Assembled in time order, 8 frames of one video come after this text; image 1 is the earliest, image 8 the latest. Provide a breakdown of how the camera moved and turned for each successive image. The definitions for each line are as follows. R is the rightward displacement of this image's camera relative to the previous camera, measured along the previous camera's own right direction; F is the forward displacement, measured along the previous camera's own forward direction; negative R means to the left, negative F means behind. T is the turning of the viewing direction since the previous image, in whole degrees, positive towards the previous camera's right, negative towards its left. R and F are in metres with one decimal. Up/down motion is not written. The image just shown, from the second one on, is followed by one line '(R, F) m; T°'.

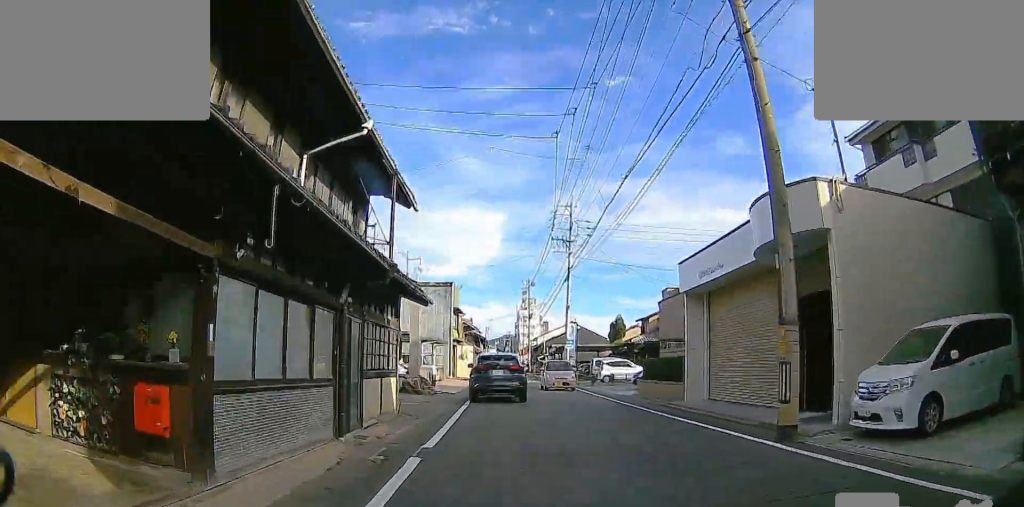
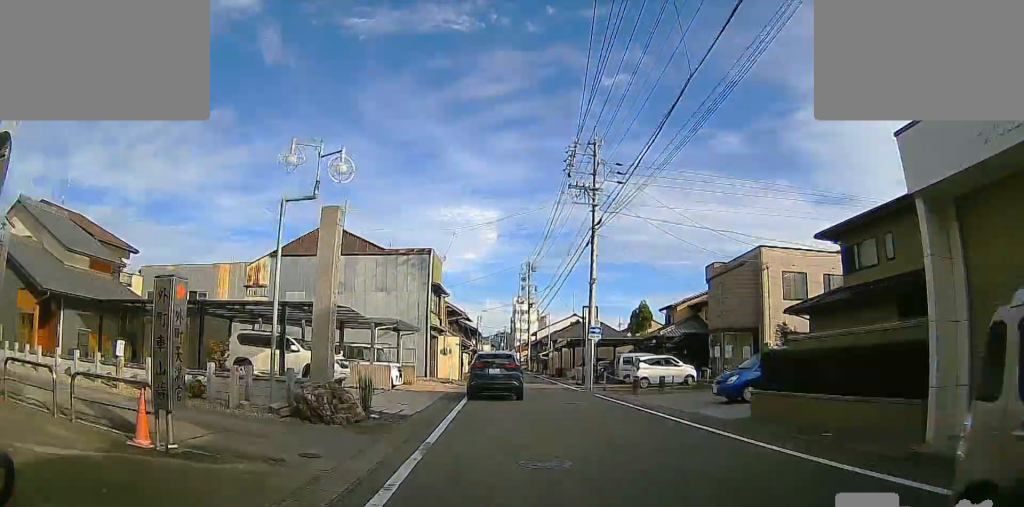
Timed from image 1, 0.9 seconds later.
(+0.2, +12.7) m; +2°
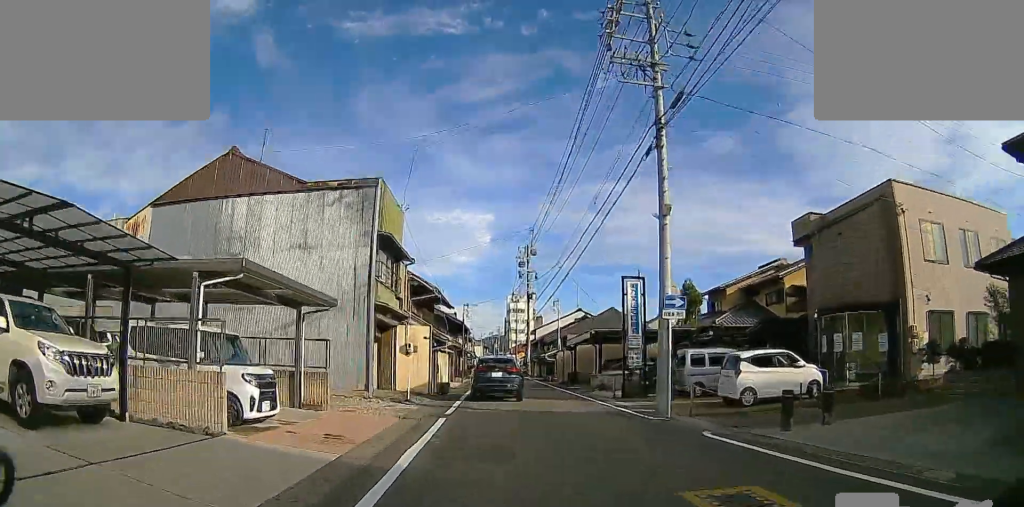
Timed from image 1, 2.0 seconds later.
(+0.4, +14.7) m; 0°
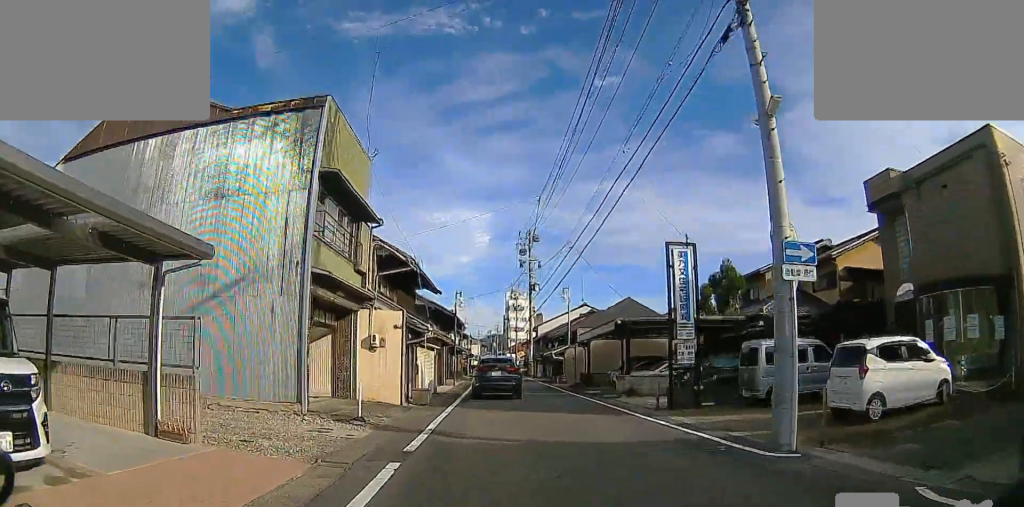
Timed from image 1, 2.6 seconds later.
(-0.1, +7.3) m; -1°
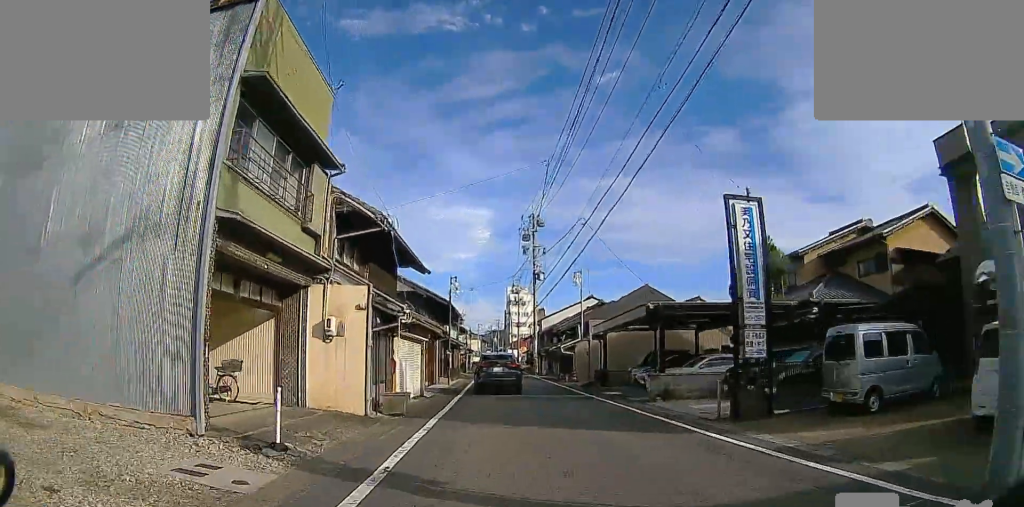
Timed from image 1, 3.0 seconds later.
(0.0, +4.9) m; 0°
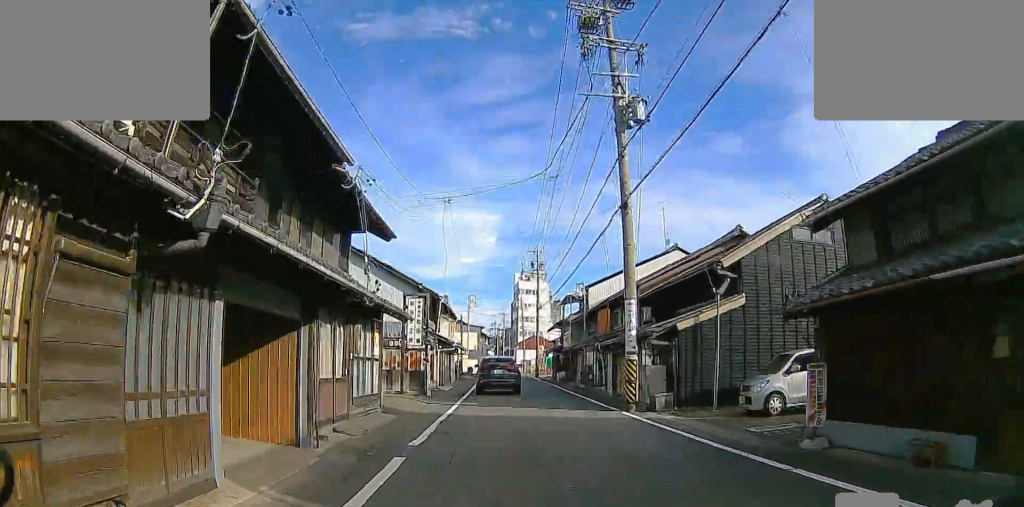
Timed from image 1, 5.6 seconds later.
(-0.1, +30.3) m; 0°
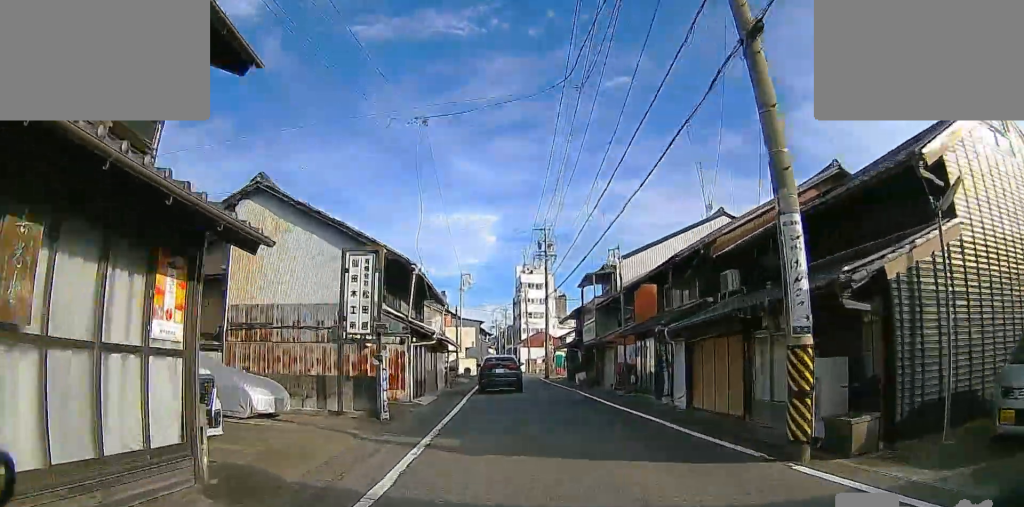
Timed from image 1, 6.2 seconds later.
(0.0, +7.5) m; 0°
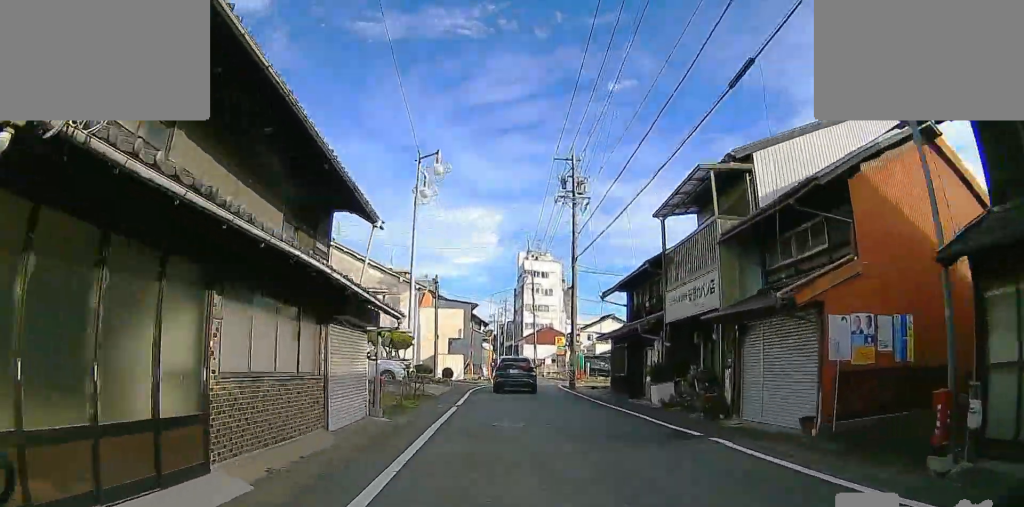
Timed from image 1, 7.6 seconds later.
(0.0, +15.0) m; 0°
